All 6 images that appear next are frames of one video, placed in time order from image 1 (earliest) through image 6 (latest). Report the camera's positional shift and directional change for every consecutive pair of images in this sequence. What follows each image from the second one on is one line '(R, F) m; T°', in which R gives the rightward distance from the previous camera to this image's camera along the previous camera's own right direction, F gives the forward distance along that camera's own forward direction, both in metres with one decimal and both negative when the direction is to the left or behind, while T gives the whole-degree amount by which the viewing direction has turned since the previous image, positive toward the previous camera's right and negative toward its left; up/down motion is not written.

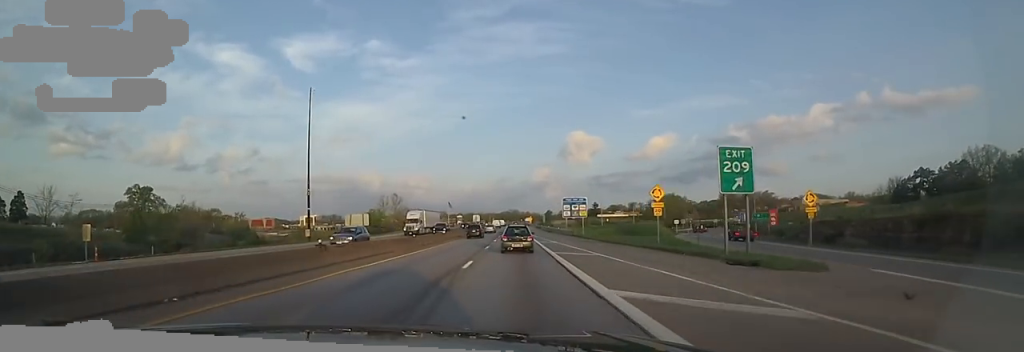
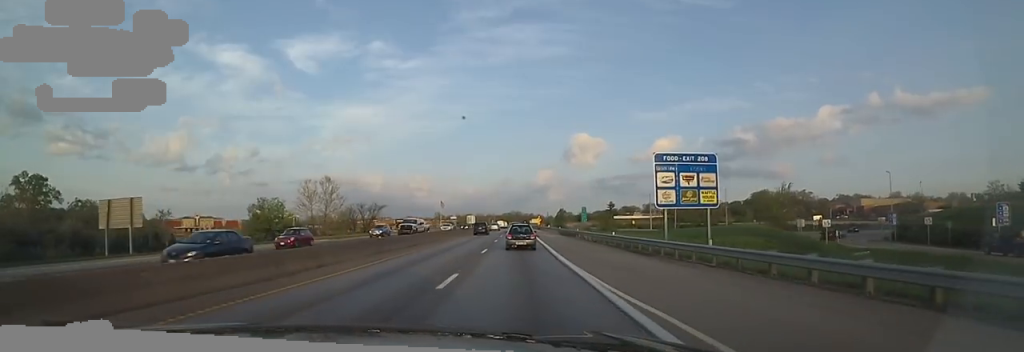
(0.0, +56.9) m; 0°
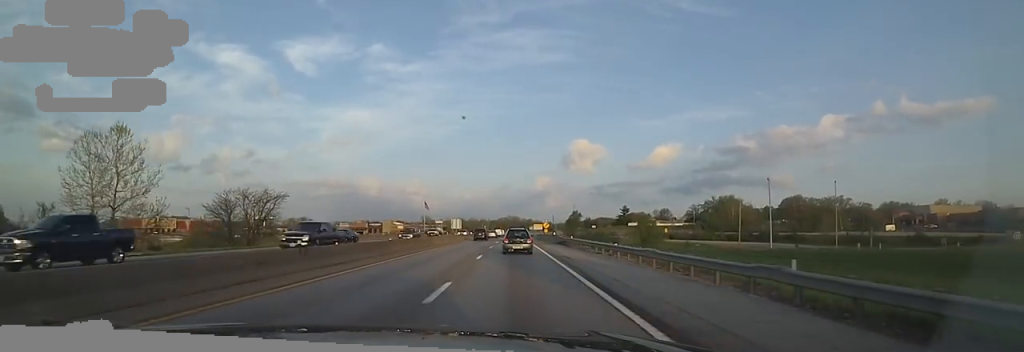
(-0.1, +52.6) m; 0°
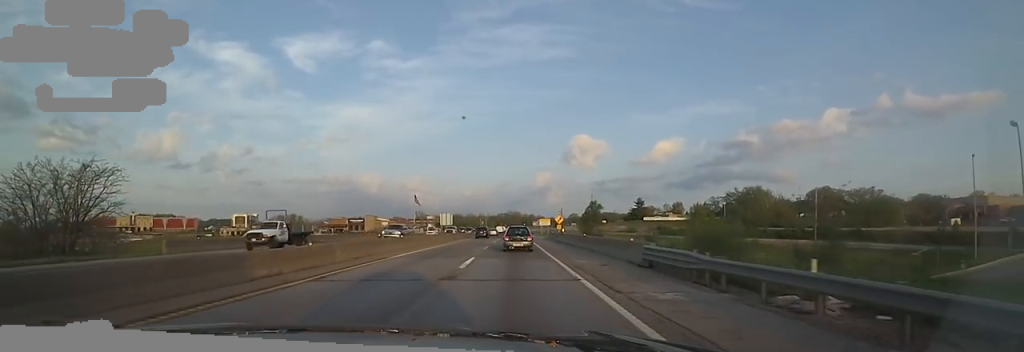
(+0.1, +31.9) m; 0°
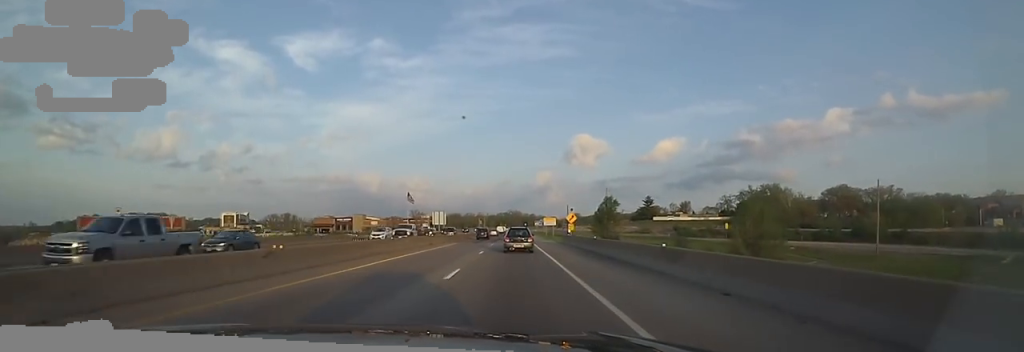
(-0.4, +17.1) m; 0°
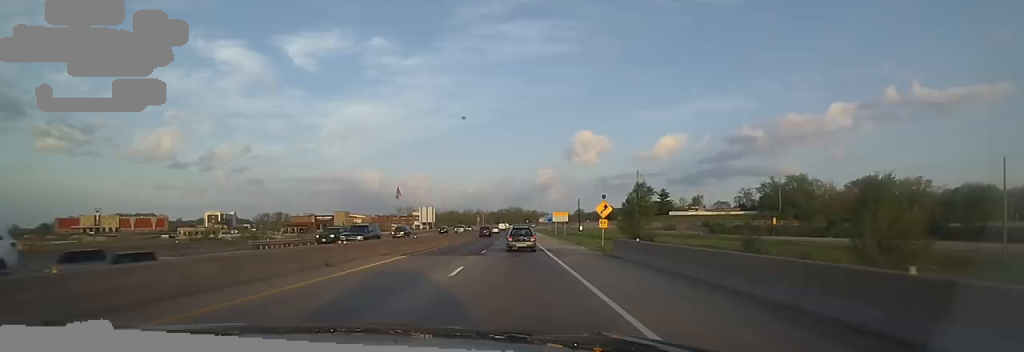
(+1.0, +23.0) m; 0°
